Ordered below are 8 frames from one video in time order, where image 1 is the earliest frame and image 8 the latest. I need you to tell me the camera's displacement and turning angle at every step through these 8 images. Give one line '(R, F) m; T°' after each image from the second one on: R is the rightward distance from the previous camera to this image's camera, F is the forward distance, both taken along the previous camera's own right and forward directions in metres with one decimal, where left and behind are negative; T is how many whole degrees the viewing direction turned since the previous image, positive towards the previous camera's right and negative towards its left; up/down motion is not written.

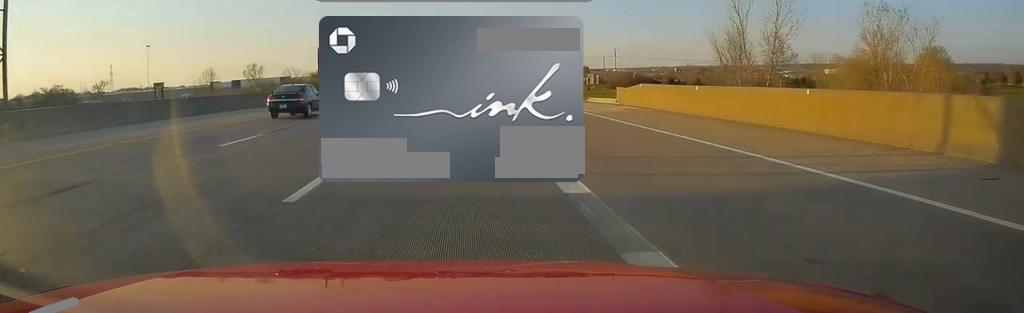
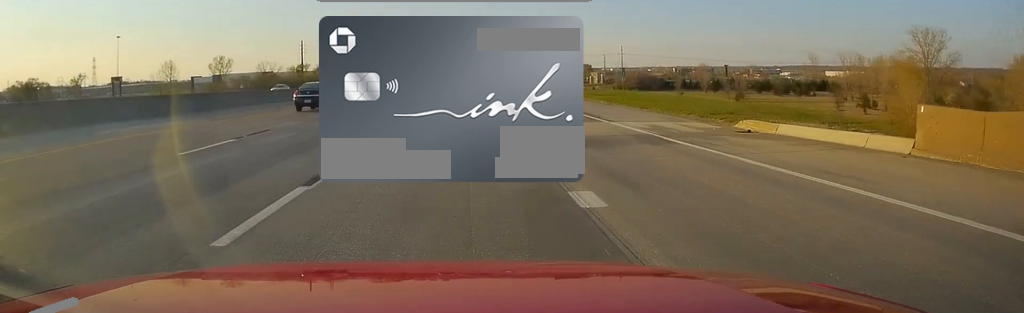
(-0.1, +26.4) m; 0°
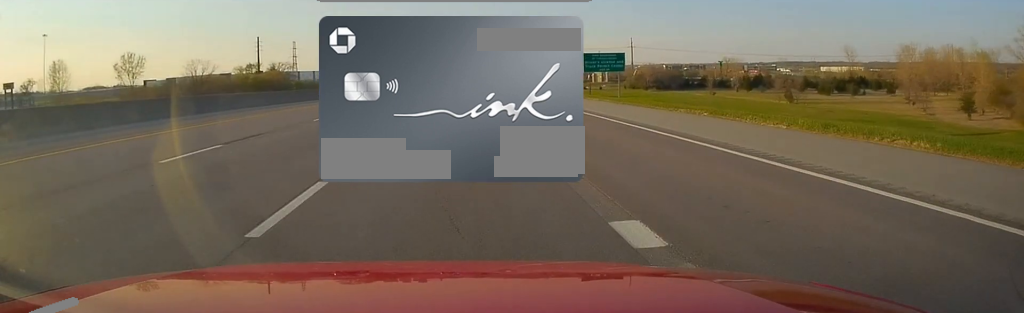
(+1.2, +48.9) m; +1°
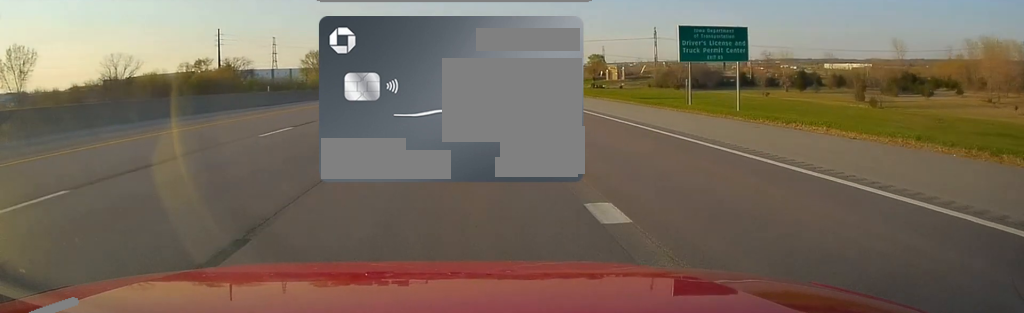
(-0.4, +42.9) m; +1°
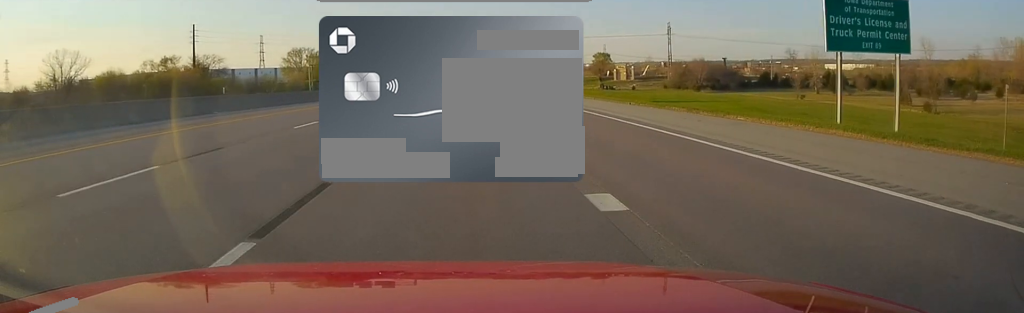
(+0.4, +21.3) m; +2°
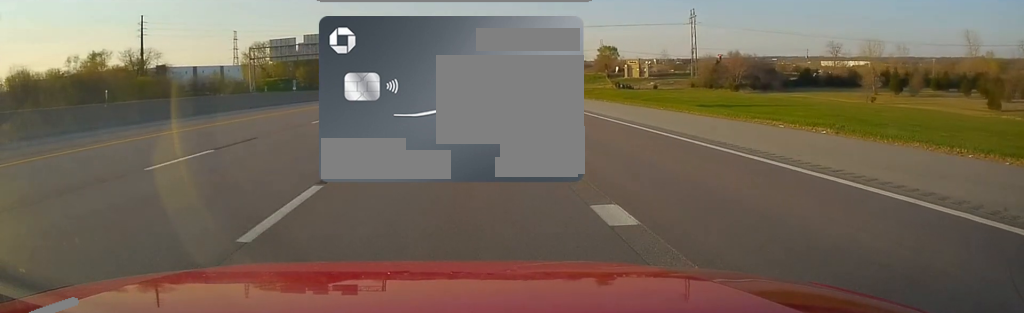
(+0.2, +33.4) m; 0°
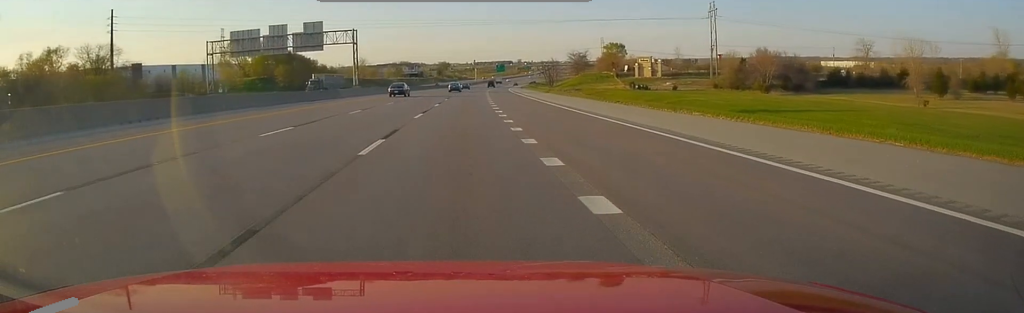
(-0.3, +17.9) m; 0°
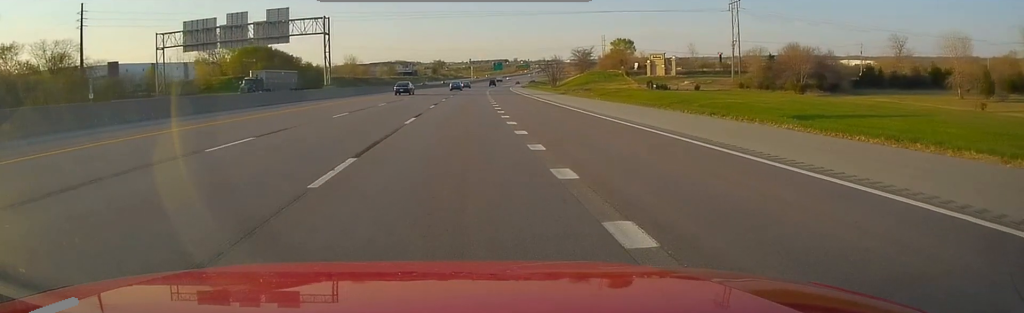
(+0.2, +15.6) m; +1°
